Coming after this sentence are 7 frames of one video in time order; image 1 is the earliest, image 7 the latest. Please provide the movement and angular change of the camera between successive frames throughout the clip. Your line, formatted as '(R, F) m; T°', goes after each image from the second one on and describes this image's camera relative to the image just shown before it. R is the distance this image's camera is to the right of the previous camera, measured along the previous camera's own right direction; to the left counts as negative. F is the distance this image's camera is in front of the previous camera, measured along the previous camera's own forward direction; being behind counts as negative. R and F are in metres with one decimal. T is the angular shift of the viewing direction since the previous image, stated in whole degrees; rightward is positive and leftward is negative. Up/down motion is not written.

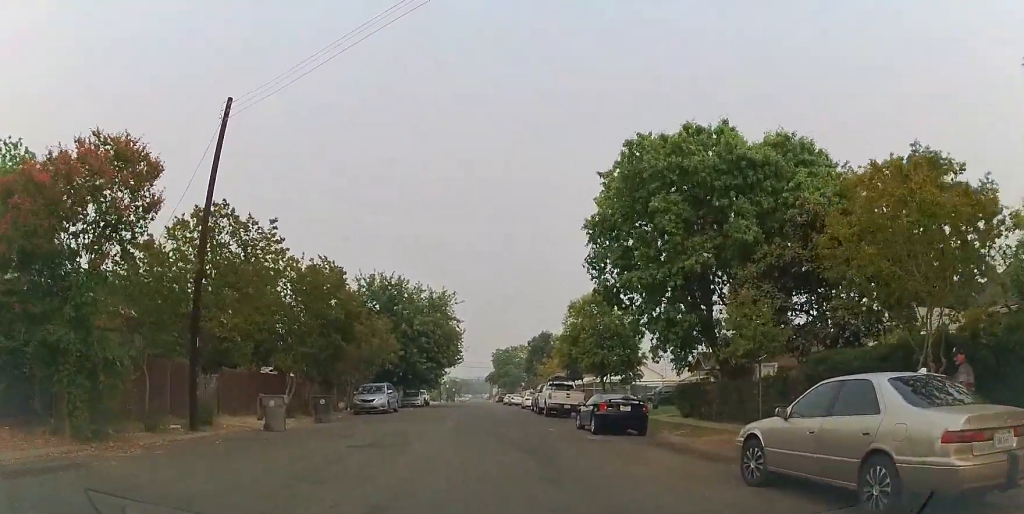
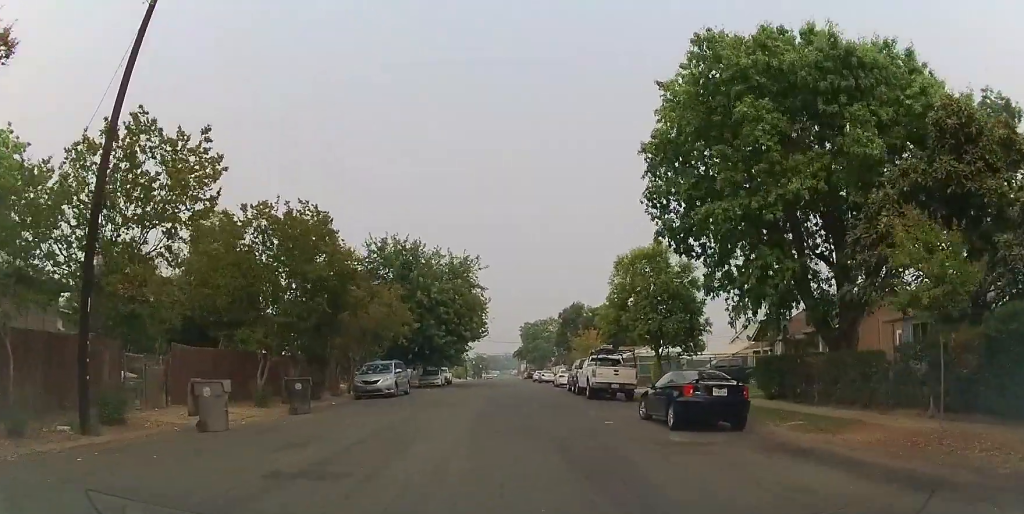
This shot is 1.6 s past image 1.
(-0.3, +4.0) m; -4°
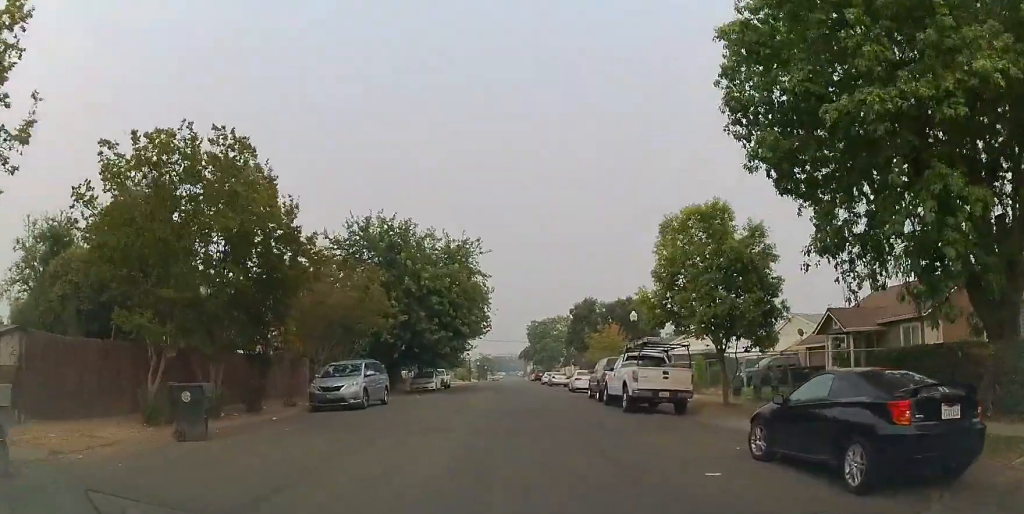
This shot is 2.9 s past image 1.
(0.0, +5.7) m; 0°
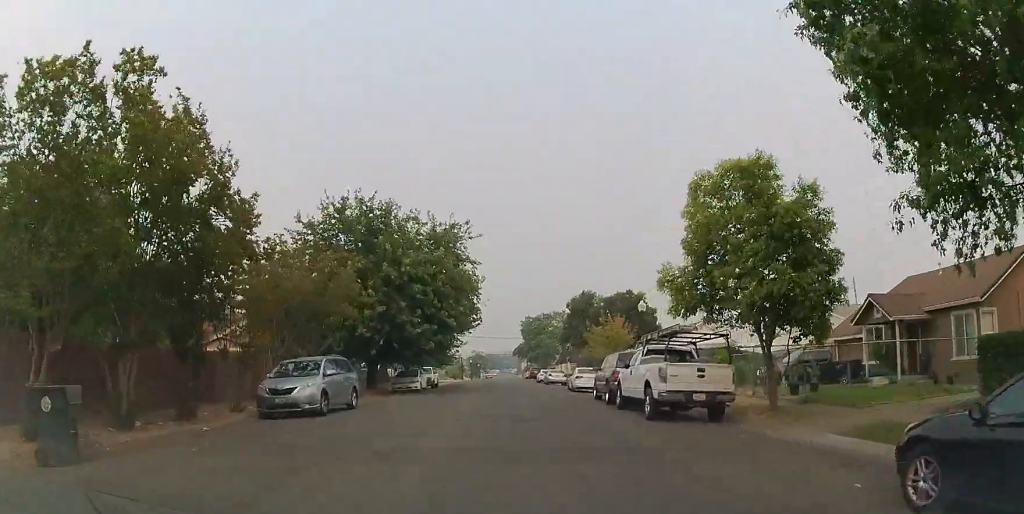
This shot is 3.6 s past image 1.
(0.0, +3.6) m; 0°
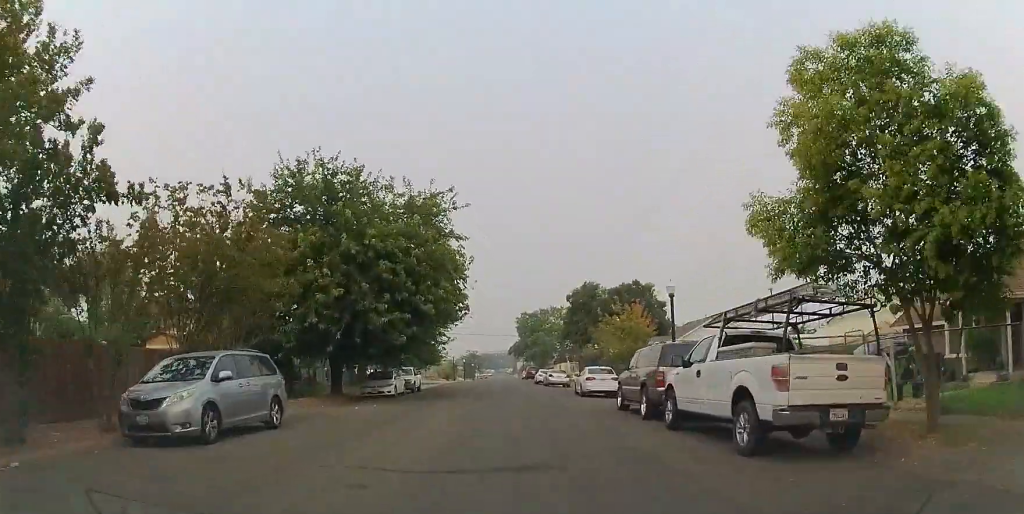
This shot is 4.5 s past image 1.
(0.0, +6.3) m; 0°
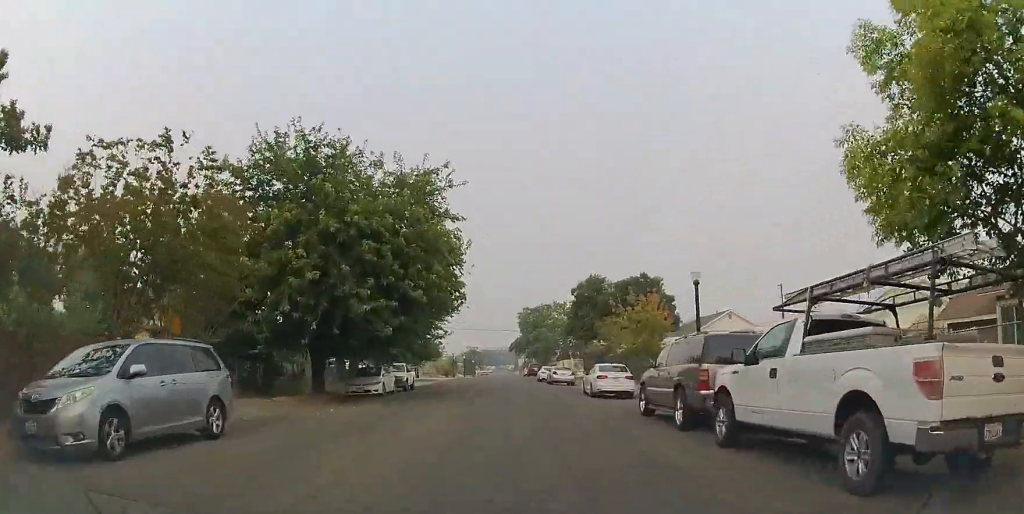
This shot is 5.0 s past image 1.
(0.0, +3.0) m; 0°
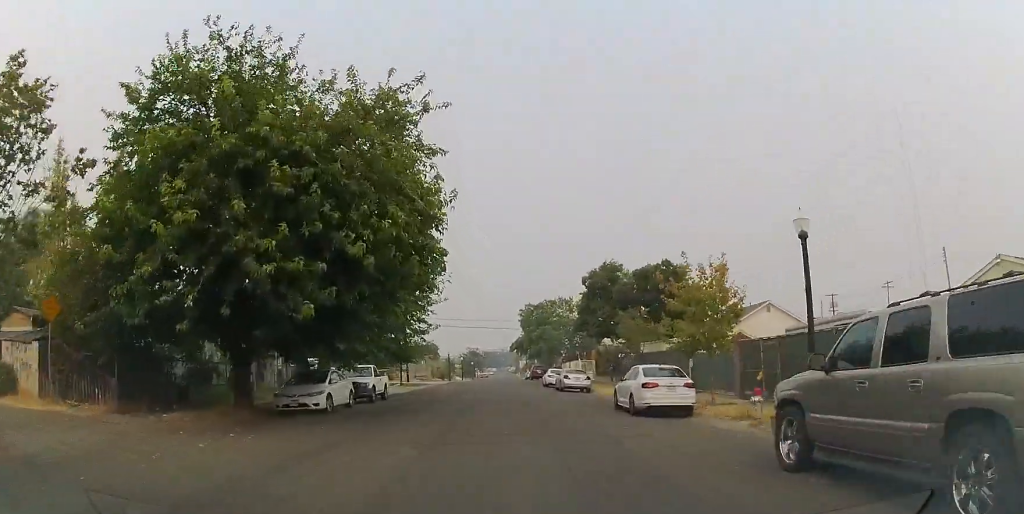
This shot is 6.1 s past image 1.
(0.0, +8.0) m; 0°
